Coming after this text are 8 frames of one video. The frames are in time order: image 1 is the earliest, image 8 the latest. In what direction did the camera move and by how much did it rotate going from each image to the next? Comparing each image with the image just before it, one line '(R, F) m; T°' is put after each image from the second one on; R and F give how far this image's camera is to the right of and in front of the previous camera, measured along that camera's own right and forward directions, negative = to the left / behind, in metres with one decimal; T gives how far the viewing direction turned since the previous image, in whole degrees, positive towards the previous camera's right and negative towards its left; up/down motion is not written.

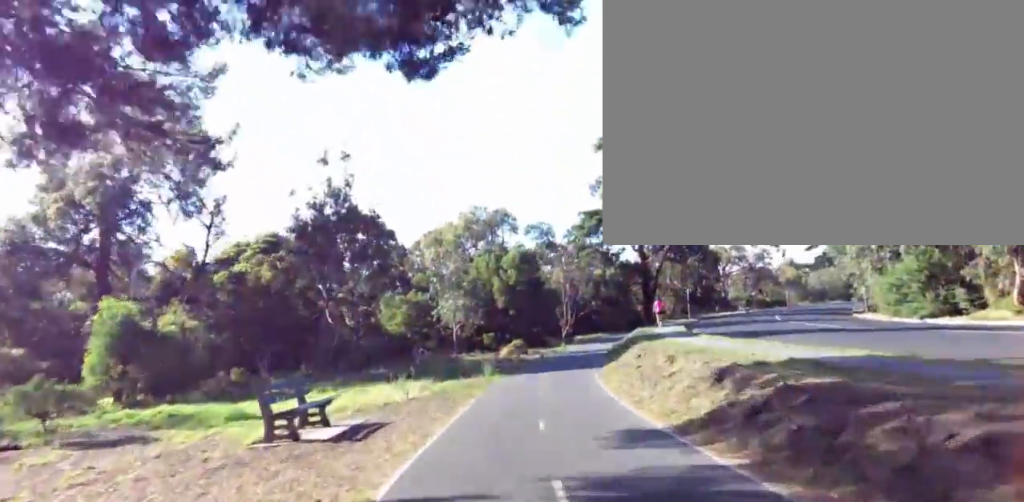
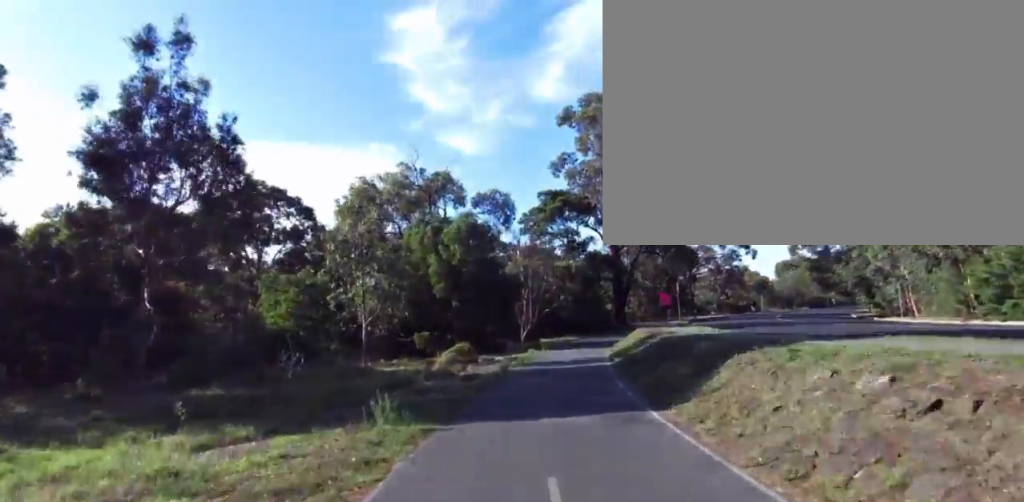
(+0.2, +11.2) m; +4°
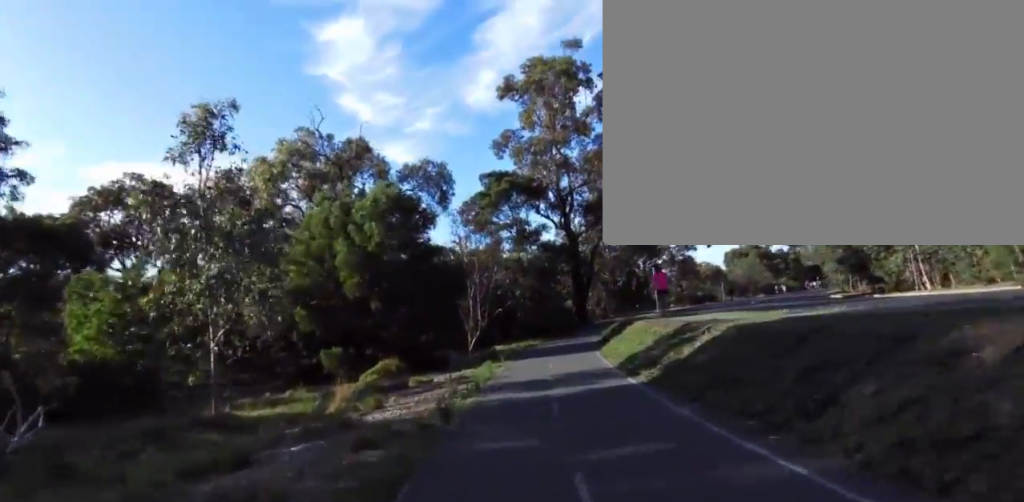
(+0.3, +8.4) m; +6°
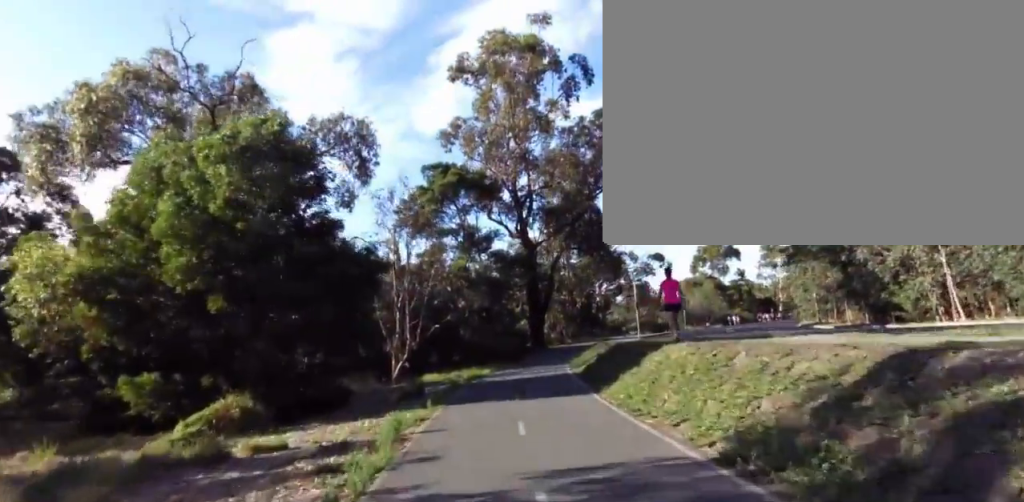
(+0.8, +8.1) m; 0°
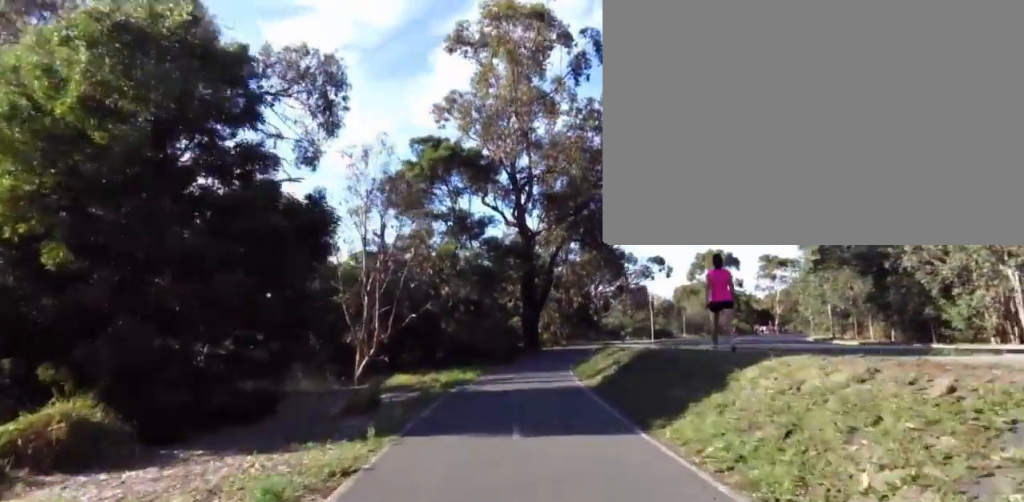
(-0.5, +4.1) m; 0°
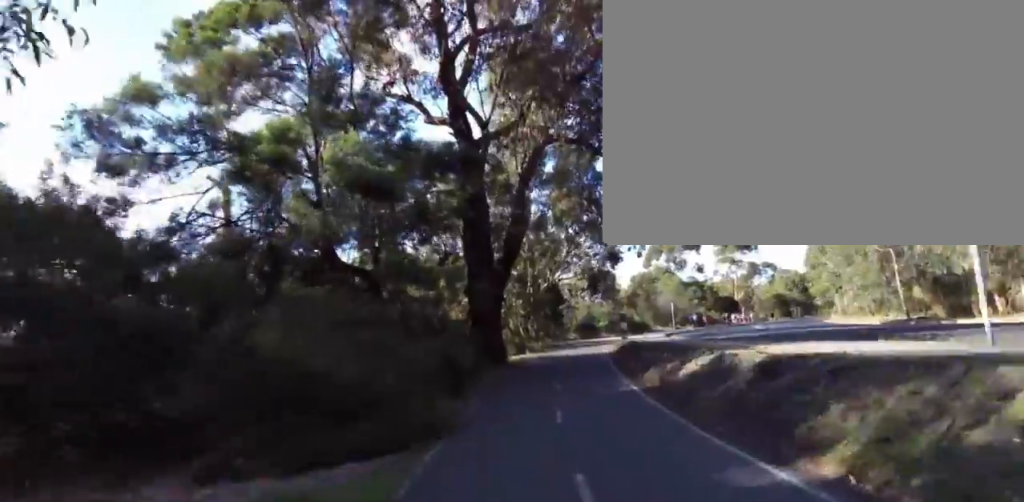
(+2.4, +16.8) m; +15°
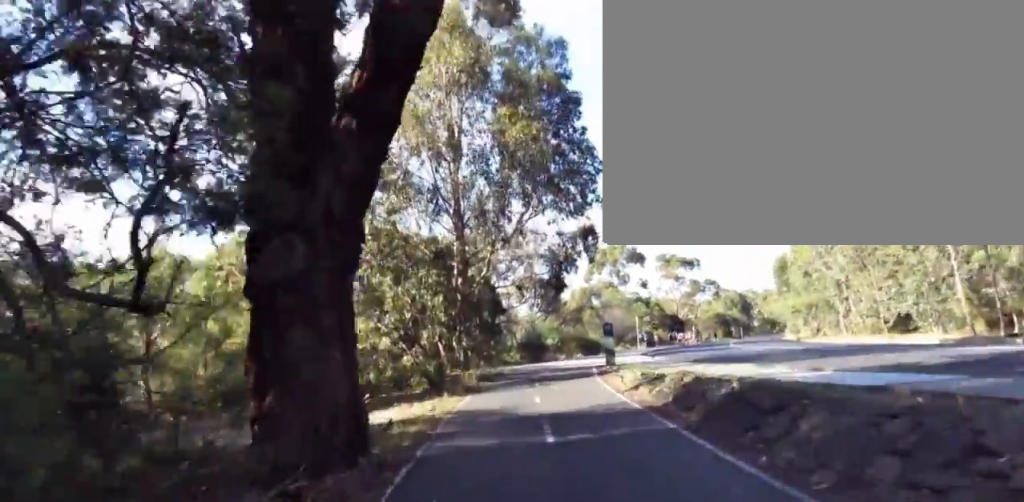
(-0.6, +11.4) m; +2°
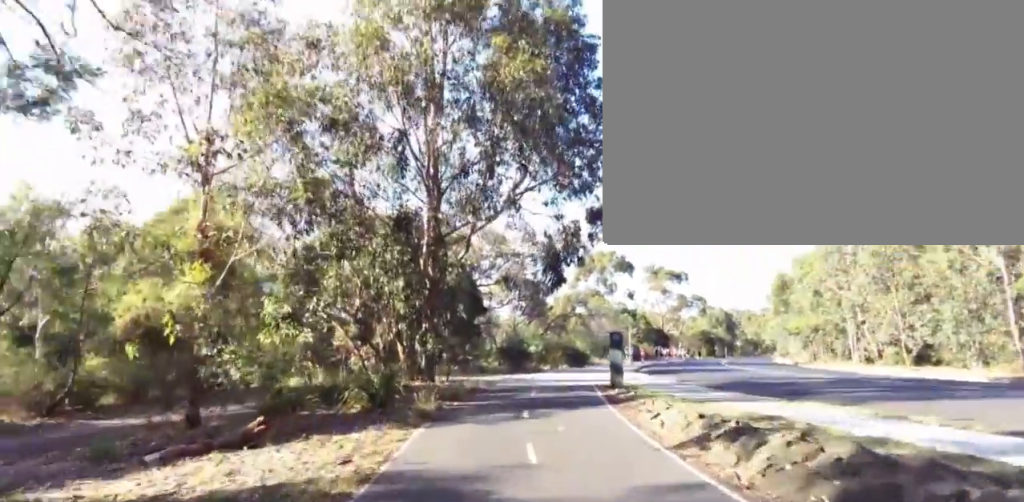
(+0.6, +4.0) m; +4°
